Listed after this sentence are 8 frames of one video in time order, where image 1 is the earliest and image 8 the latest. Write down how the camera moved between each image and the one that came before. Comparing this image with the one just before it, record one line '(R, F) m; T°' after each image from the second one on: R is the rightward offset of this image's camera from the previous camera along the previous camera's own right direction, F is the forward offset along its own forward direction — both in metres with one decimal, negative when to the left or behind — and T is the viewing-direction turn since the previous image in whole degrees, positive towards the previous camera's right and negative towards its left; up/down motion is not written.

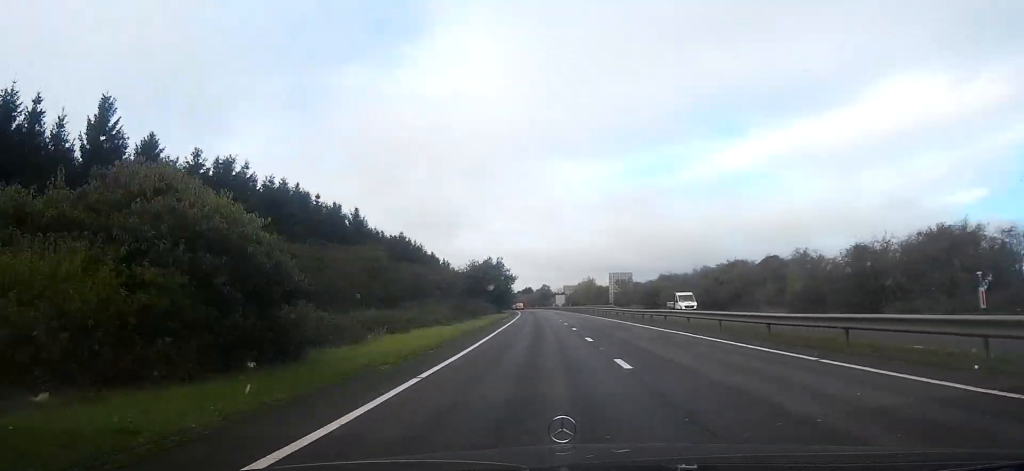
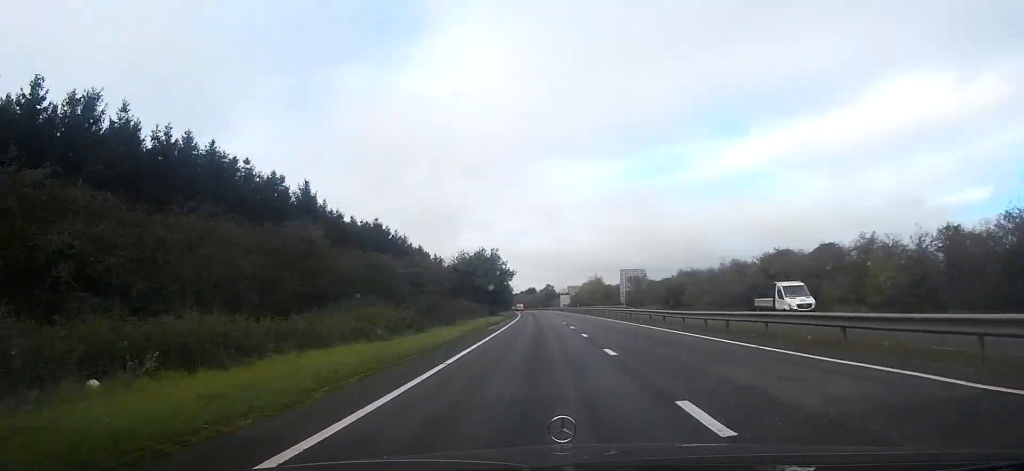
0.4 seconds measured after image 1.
(0.0, +14.9) m; 0°
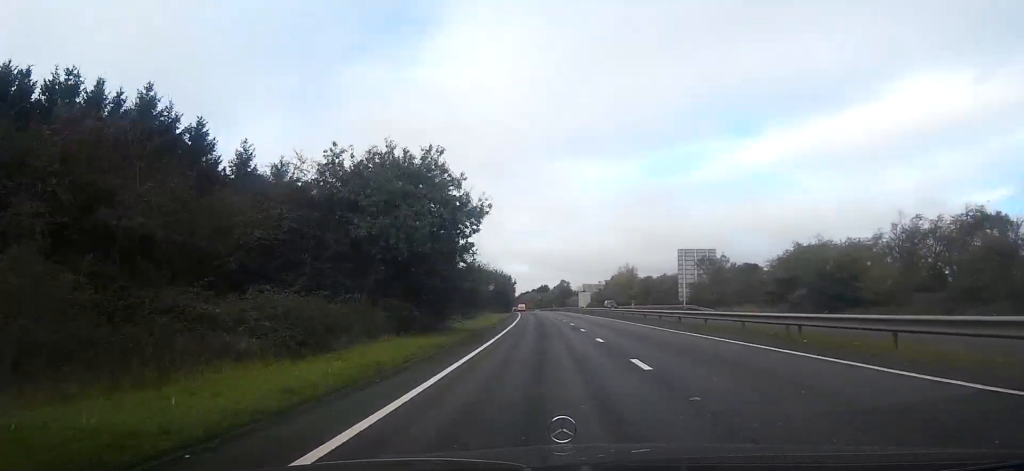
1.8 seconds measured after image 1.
(-0.5, +46.9) m; -2°
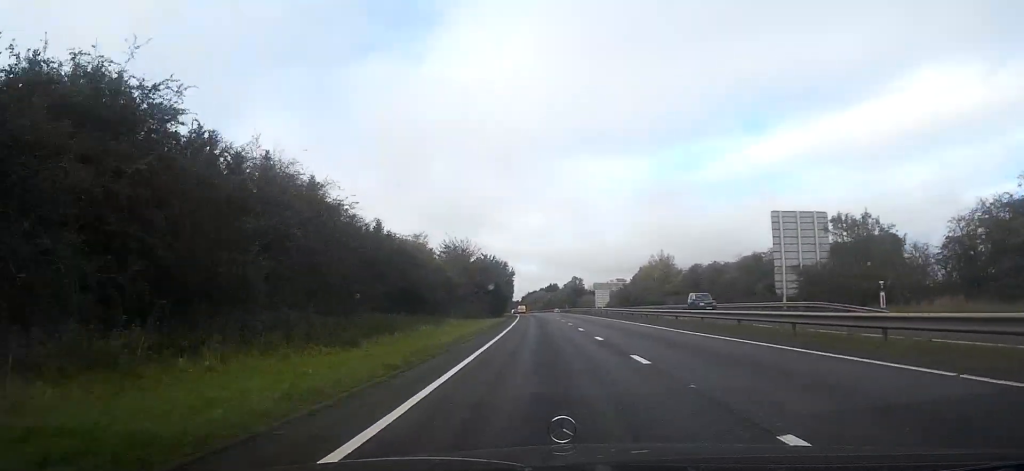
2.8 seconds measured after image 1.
(-0.4, +34.2) m; -1°
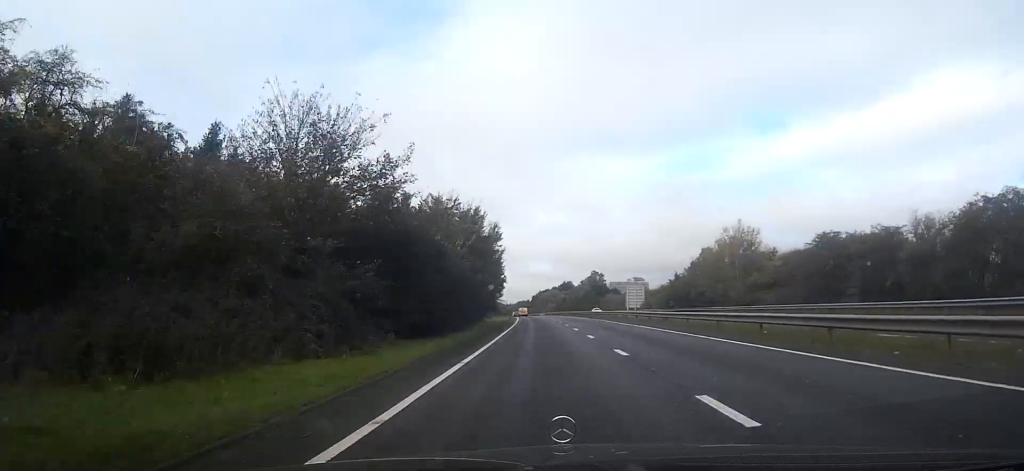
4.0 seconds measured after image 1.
(-0.2, +41.3) m; -1°
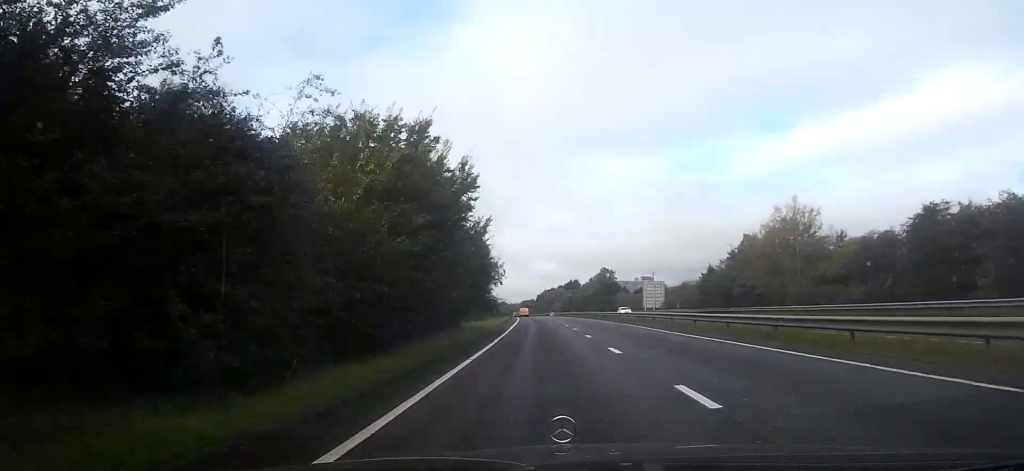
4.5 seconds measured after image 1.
(-0.2, +16.2) m; 0°
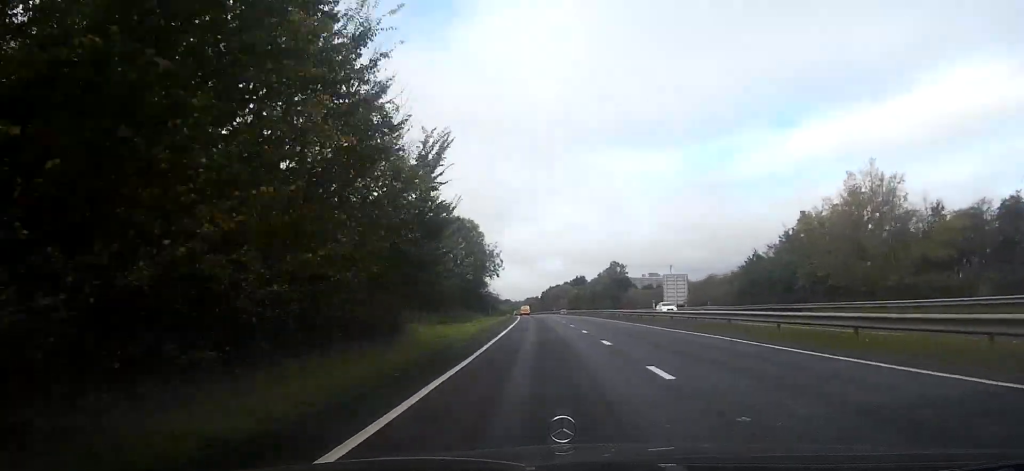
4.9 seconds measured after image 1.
(-0.2, +15.0) m; 0°
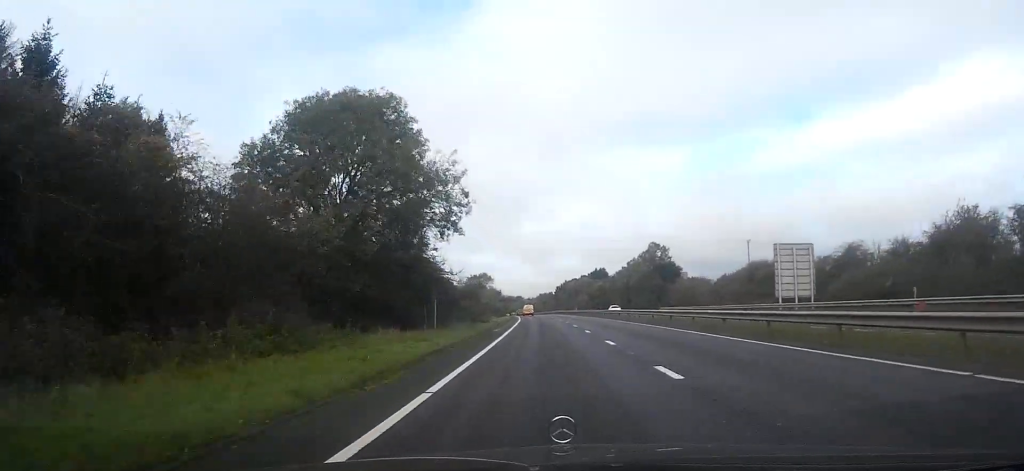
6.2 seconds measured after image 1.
(+0.1, +43.9) m; -1°
